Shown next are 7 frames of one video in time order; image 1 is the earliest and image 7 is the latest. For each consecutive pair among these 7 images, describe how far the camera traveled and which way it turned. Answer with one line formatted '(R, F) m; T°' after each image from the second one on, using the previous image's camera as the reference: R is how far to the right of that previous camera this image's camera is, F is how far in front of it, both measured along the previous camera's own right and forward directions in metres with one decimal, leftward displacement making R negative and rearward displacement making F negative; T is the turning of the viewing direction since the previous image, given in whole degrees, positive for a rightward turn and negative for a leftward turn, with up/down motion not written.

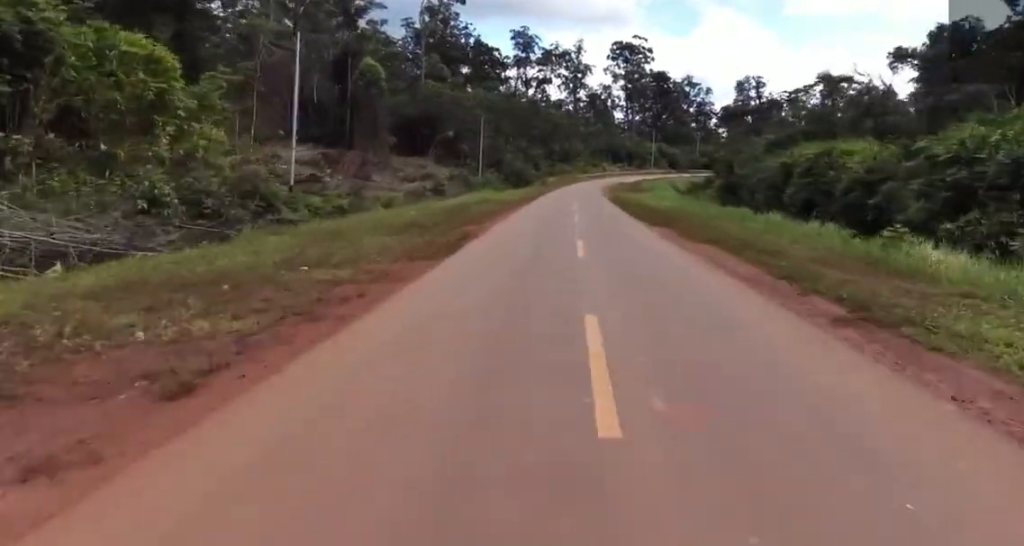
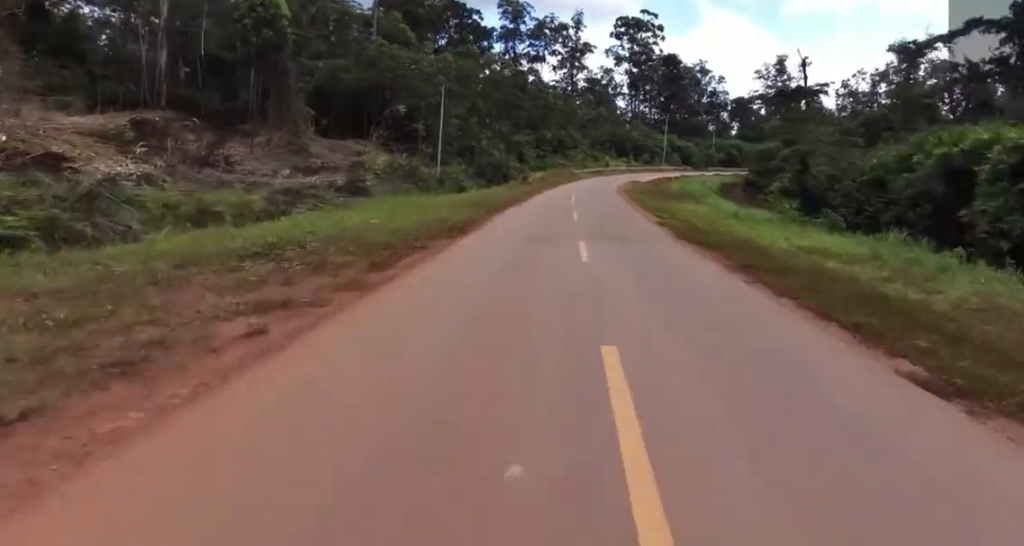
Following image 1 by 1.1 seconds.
(-0.3, +26.2) m; -3°
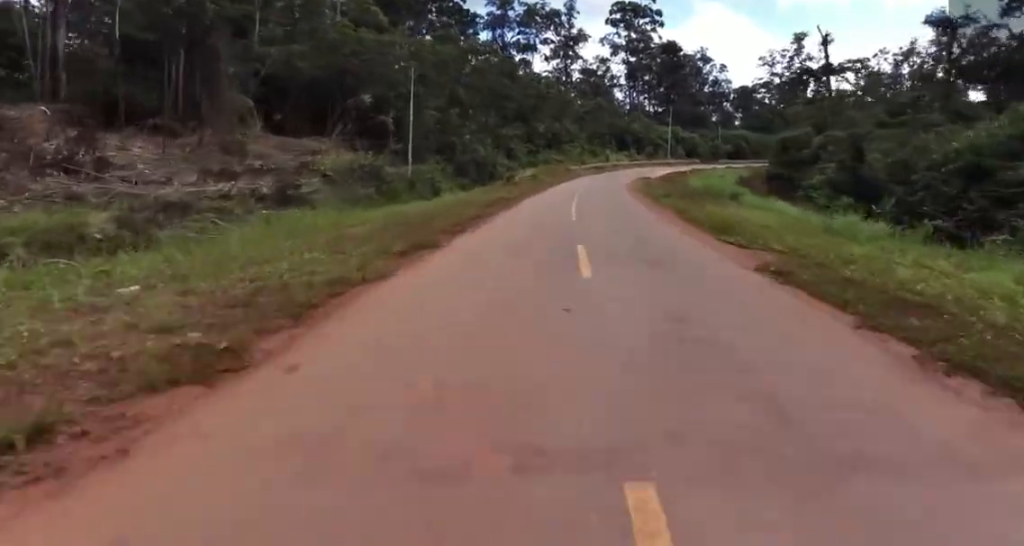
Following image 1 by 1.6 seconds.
(-1.0, +10.4) m; 0°
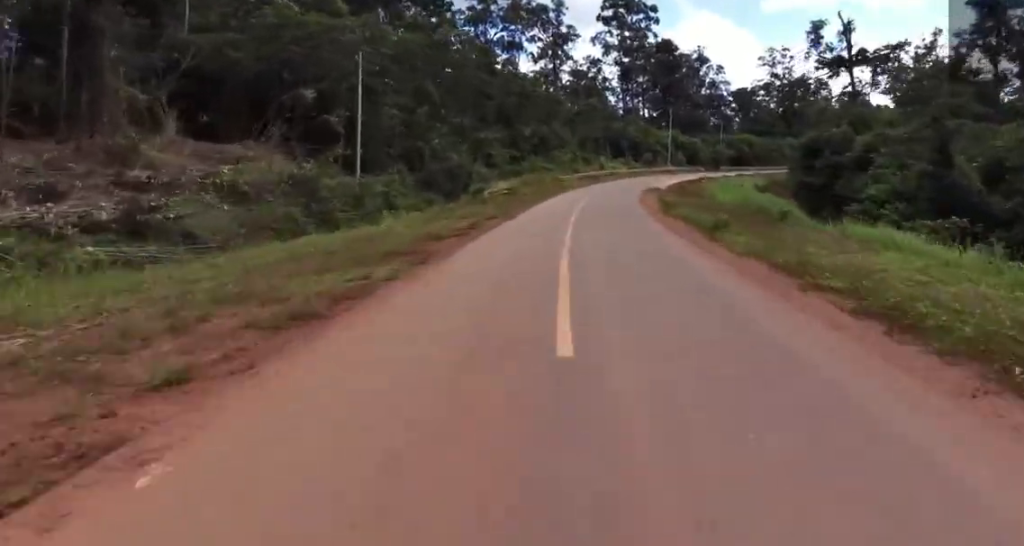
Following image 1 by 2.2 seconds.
(+0.4, +11.4) m; +3°
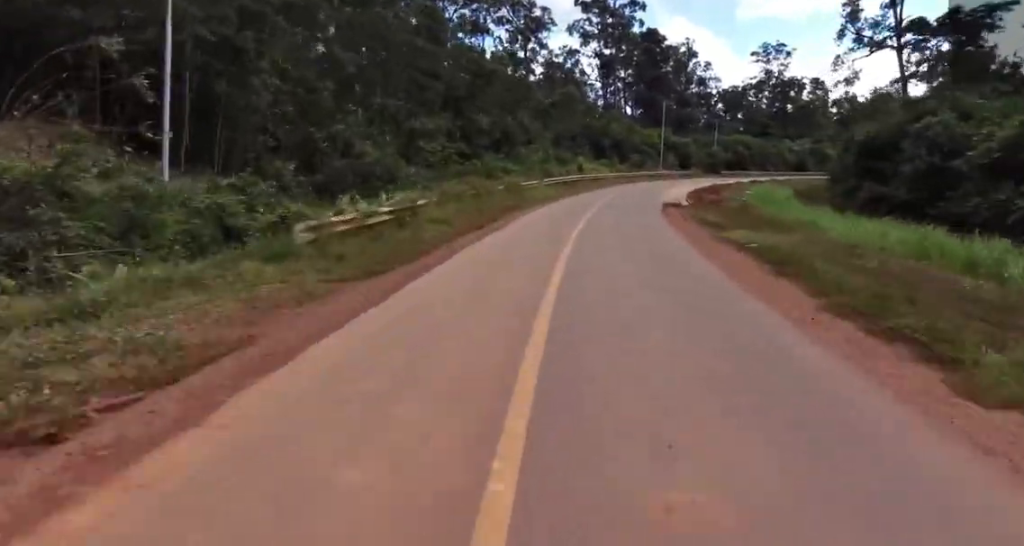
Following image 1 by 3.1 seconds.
(+1.3, +18.6) m; +5°
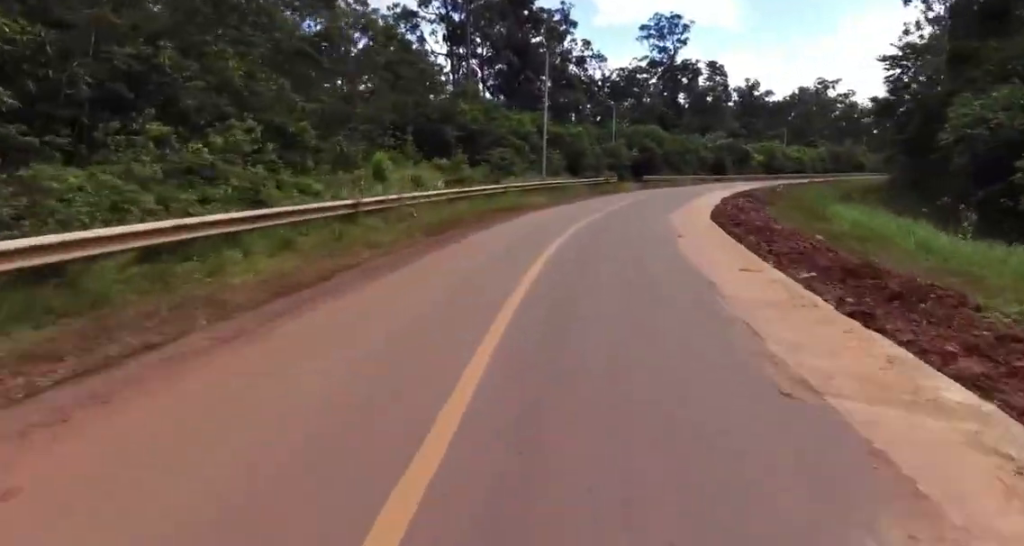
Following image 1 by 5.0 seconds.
(+2.4, +37.1) m; +9°
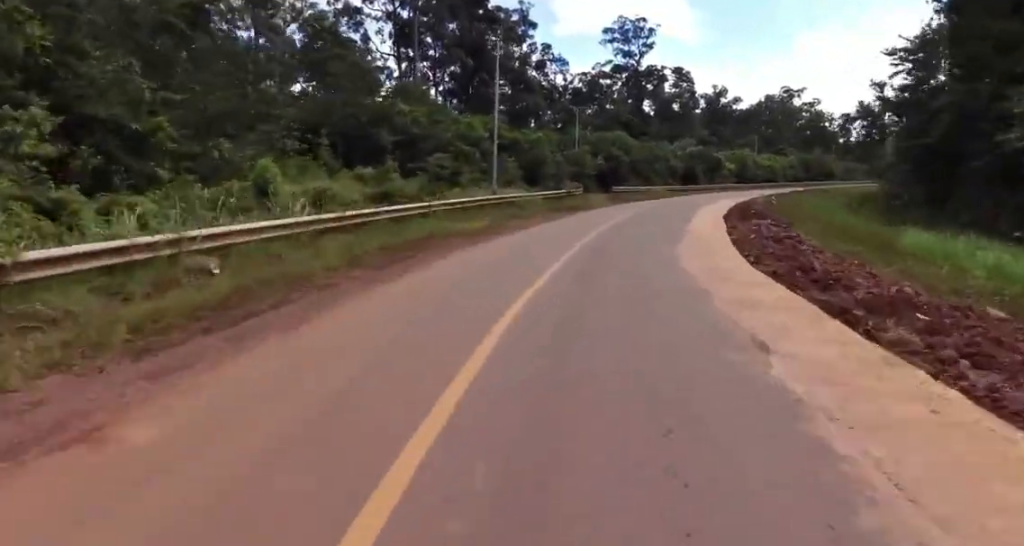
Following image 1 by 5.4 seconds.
(+0.1, +7.3) m; +4°
